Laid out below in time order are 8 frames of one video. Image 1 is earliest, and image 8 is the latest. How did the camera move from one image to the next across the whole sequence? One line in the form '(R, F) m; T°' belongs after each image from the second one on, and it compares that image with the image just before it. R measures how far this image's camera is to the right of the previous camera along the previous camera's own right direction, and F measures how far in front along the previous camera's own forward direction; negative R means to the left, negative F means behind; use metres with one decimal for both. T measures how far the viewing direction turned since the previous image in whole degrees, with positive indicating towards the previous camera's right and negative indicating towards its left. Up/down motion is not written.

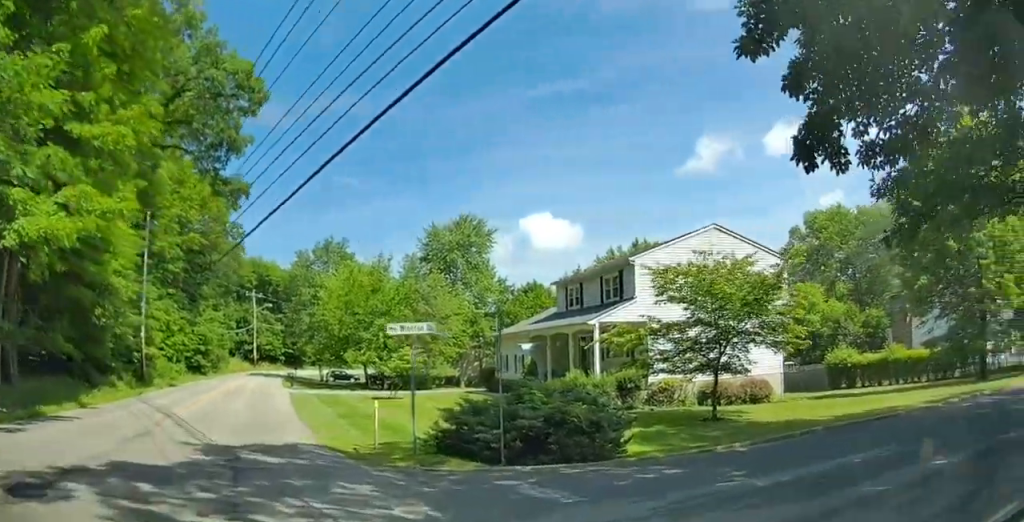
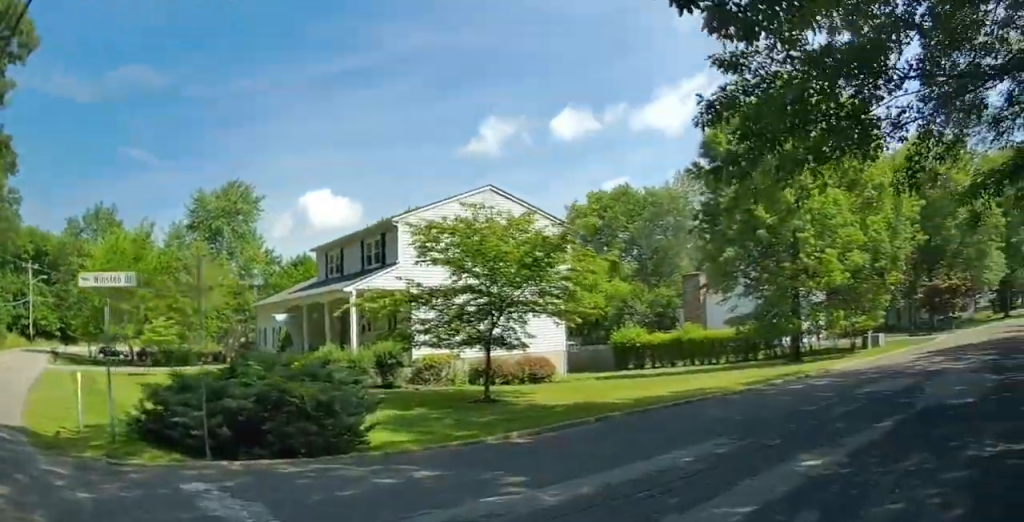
(-0.1, +4.6) m; +6°
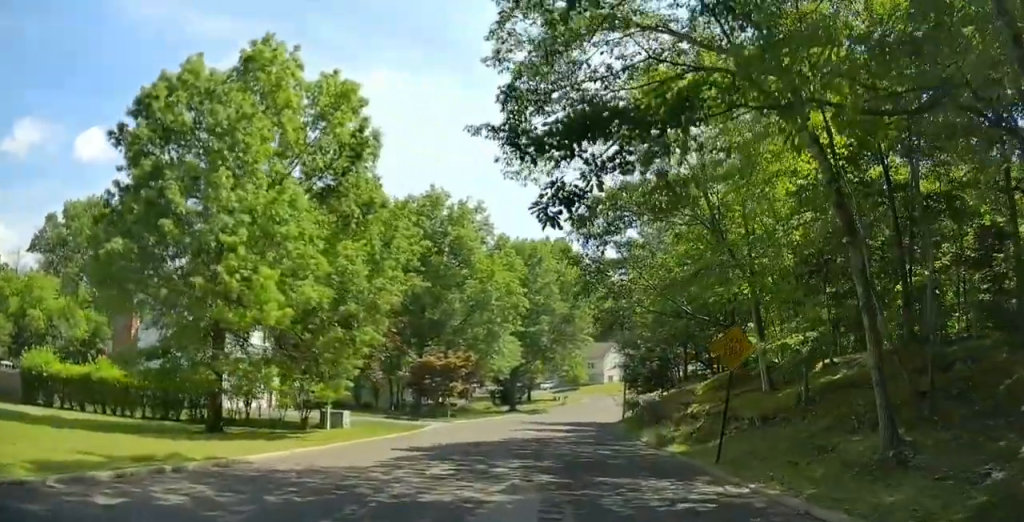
(+4.9, +9.3) m; +60°
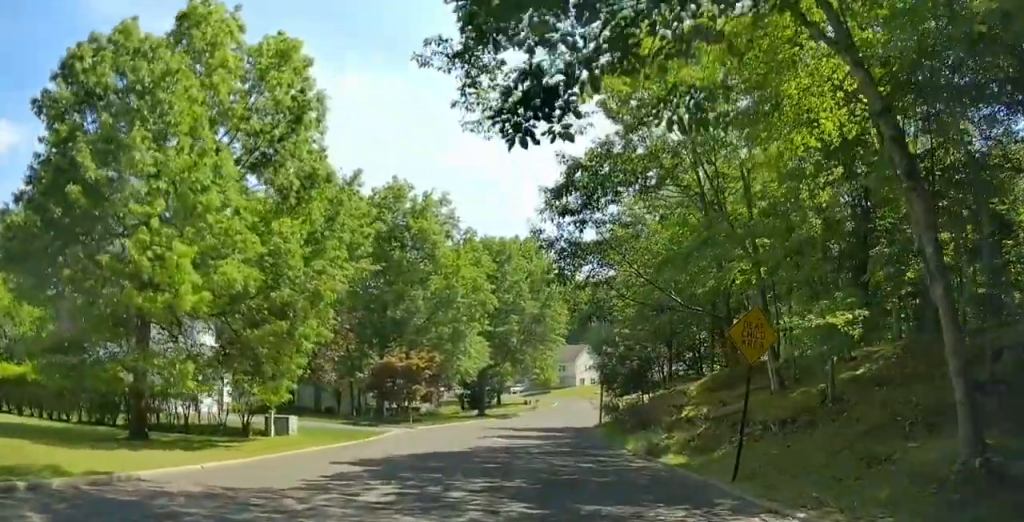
(+0.4, +2.7) m; +8°
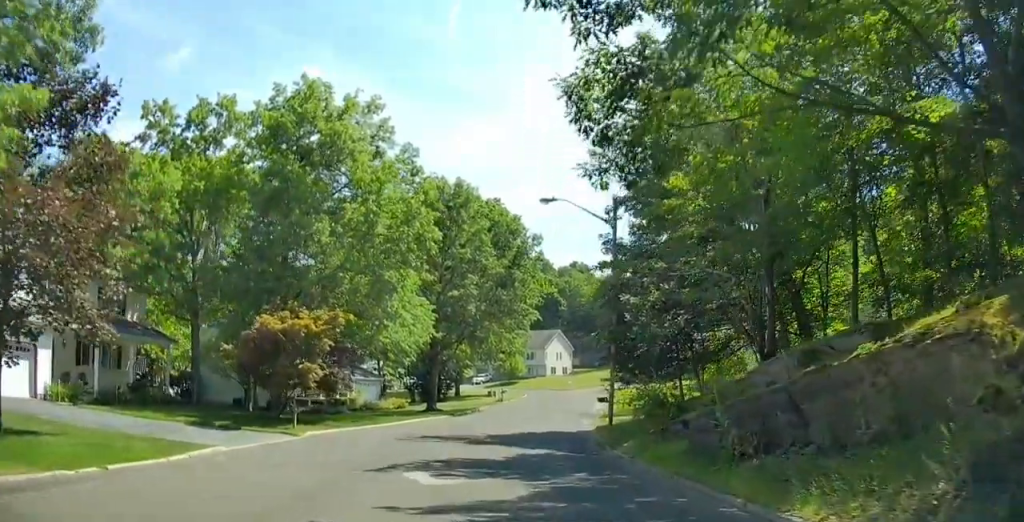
(+1.1, +12.3) m; +5°
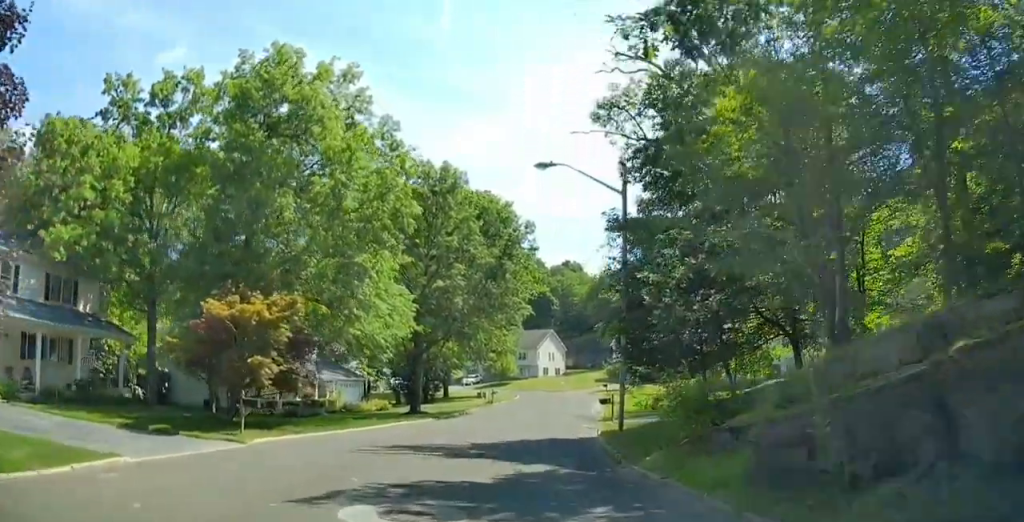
(+0.1, +3.4) m; 0°
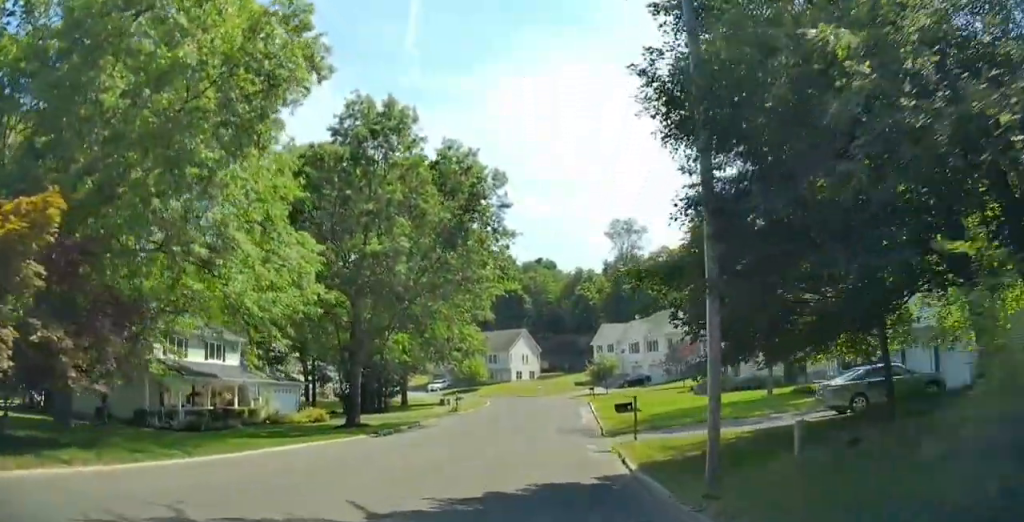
(+0.1, +10.0) m; +5°
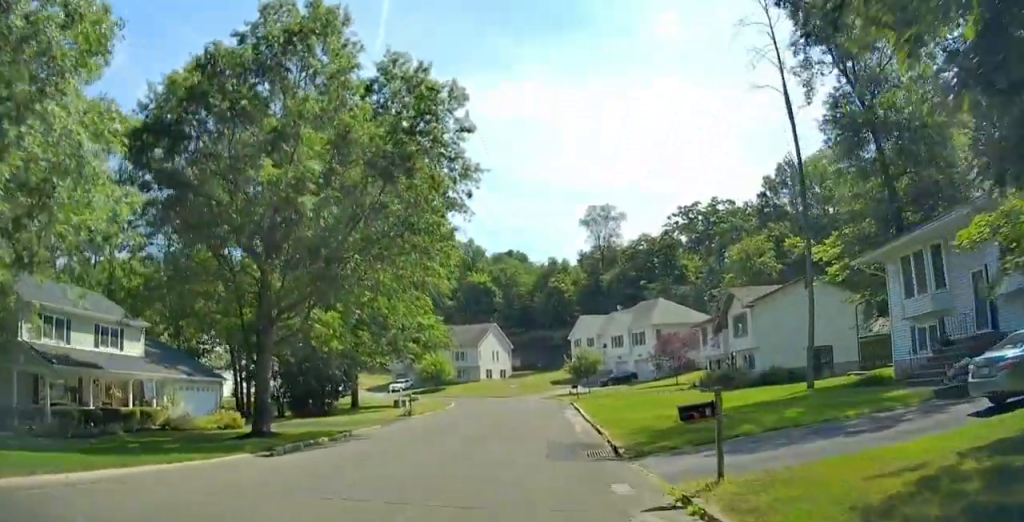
(+0.8, +9.3) m; +6°
